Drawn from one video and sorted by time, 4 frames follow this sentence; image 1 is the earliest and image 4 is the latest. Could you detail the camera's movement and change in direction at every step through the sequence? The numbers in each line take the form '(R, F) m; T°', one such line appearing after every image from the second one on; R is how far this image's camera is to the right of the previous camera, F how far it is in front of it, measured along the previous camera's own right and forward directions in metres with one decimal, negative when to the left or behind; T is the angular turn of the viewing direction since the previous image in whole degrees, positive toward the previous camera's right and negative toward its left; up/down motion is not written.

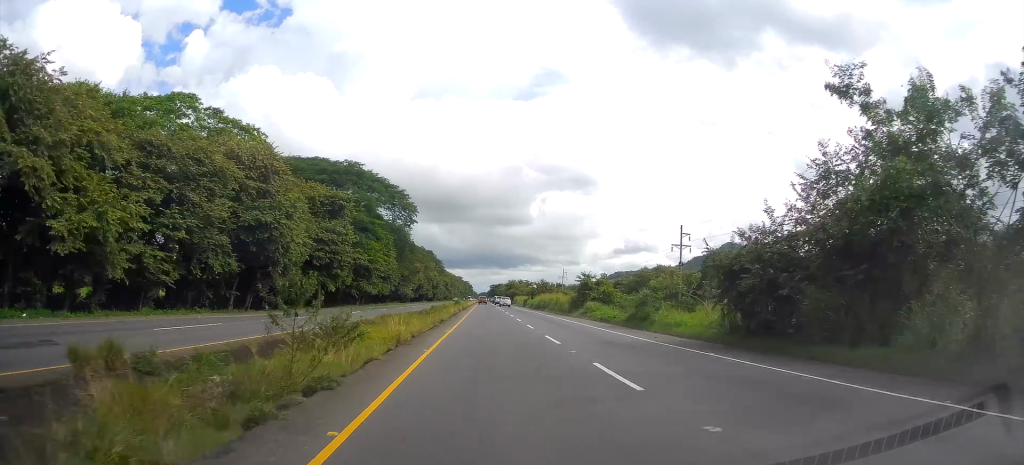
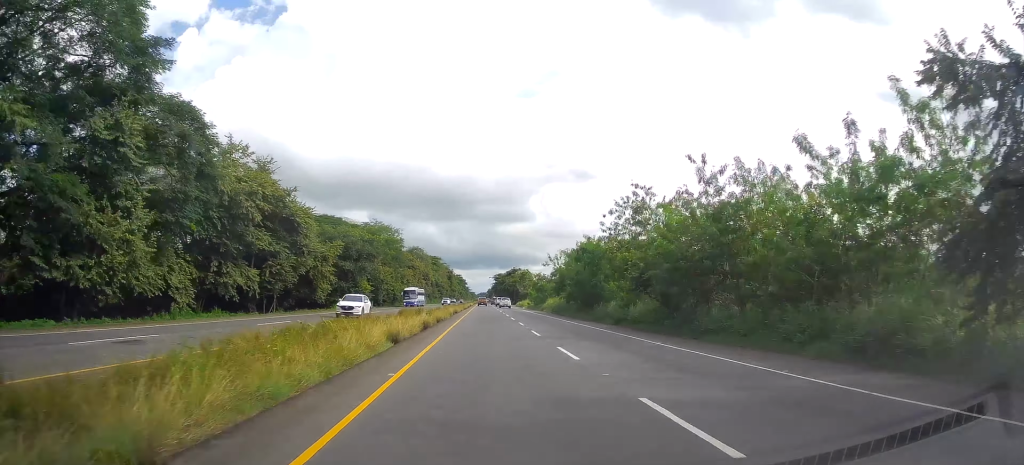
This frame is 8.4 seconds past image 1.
(-0.4, +187.0) m; 0°
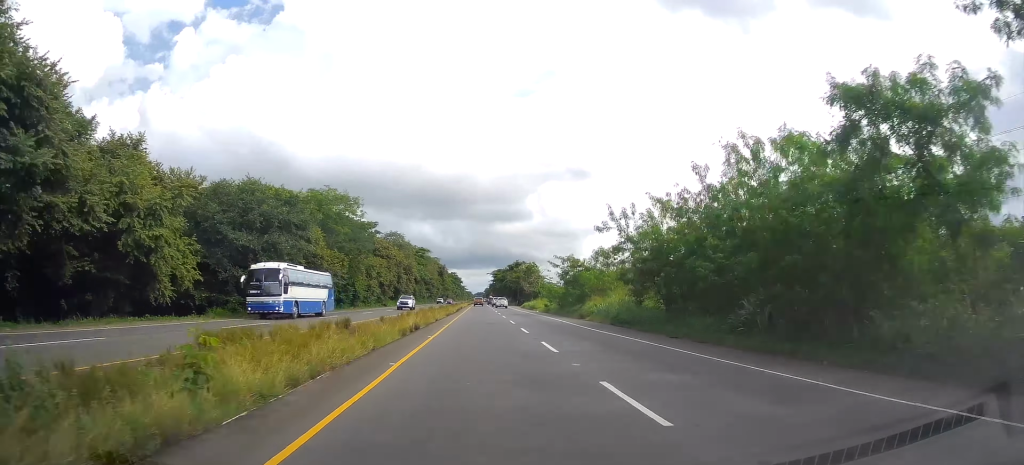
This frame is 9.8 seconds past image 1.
(-0.4, +32.3) m; 0°
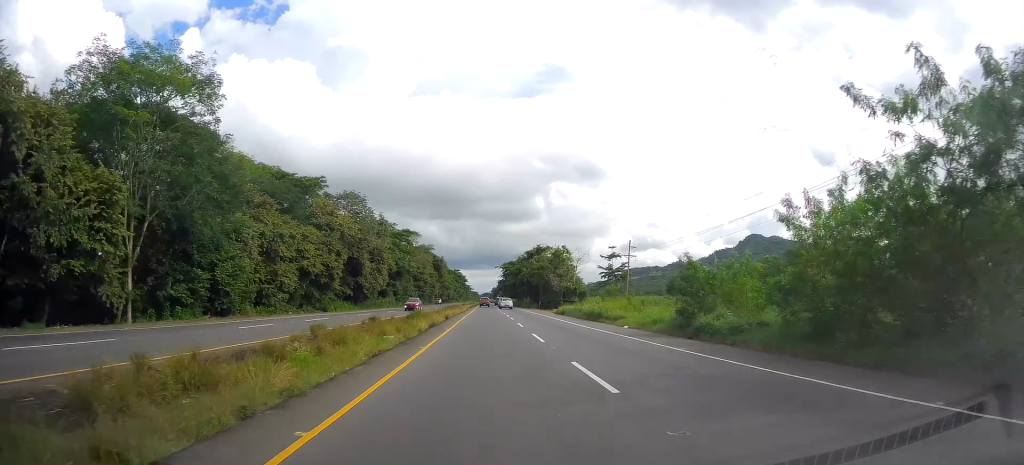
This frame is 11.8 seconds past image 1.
(+0.5, +43.6) m; 0°
